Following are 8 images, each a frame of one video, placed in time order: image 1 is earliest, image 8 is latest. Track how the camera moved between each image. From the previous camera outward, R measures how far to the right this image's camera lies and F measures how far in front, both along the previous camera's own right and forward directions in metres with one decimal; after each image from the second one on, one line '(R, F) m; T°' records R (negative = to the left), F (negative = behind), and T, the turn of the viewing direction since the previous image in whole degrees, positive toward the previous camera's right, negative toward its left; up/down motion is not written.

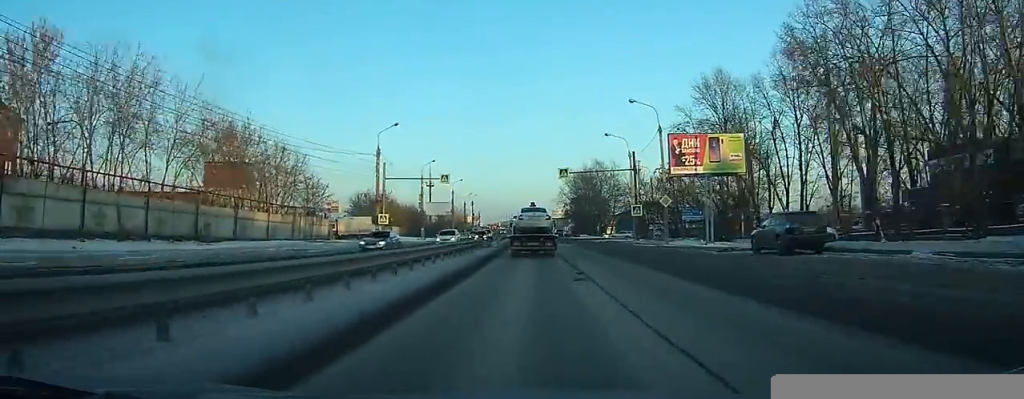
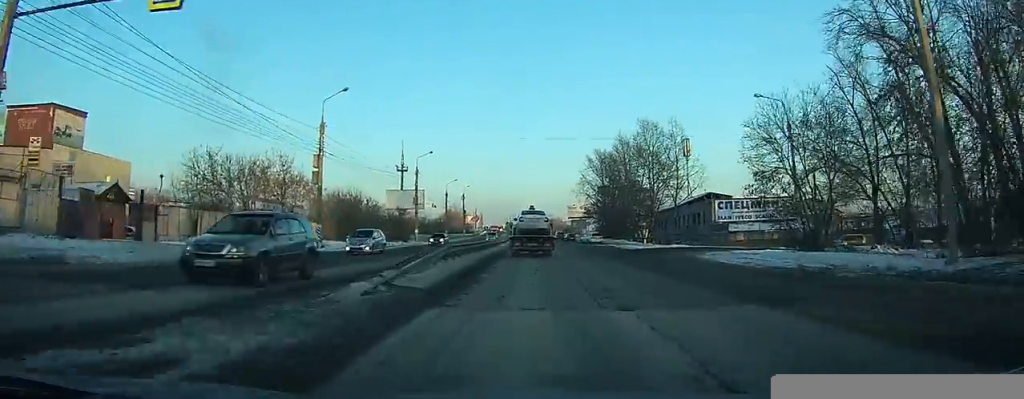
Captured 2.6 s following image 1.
(-0.4, +44.6) m; -1°
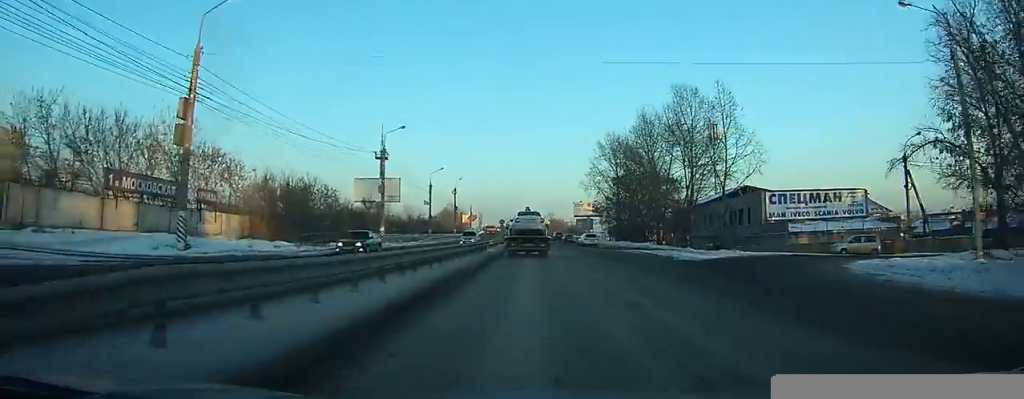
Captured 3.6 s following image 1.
(0.0, +17.4) m; 0°
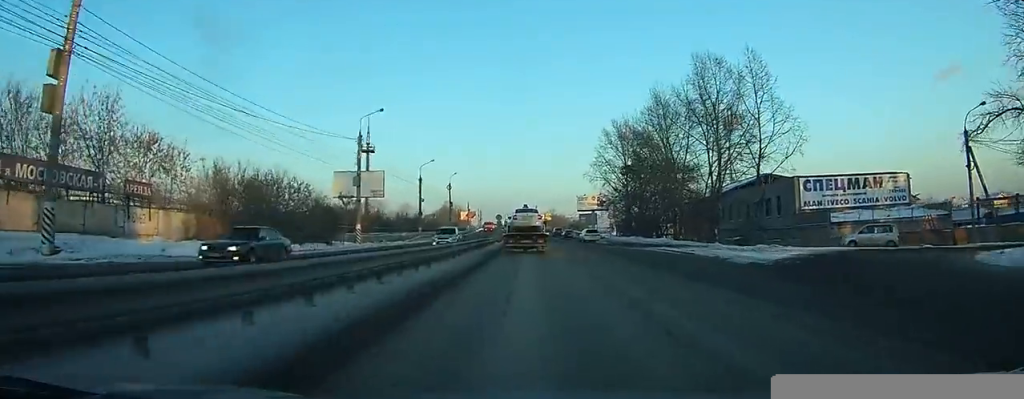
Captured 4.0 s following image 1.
(0.0, +8.2) m; 0°
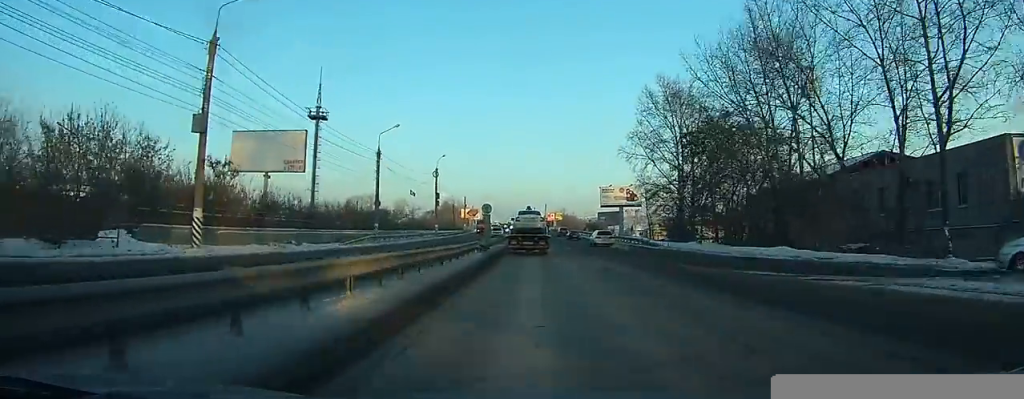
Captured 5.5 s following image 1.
(0.0, +26.0) m; 0°
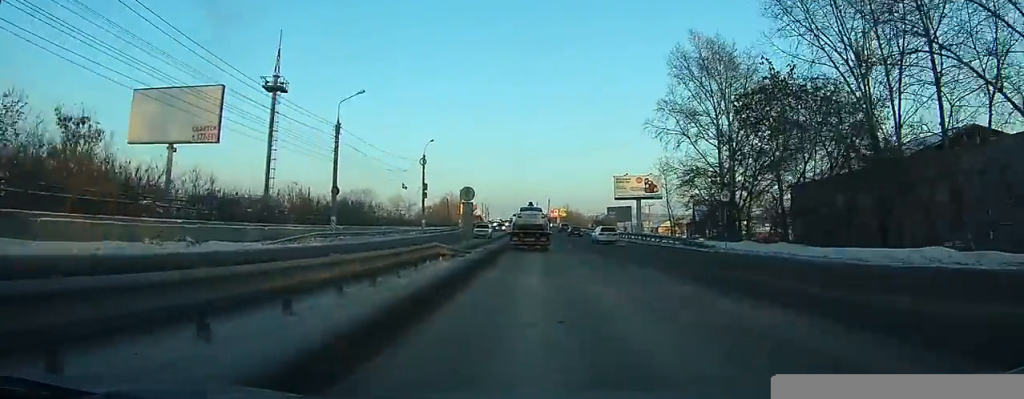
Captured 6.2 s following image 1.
(0.0, +12.6) m; 0°
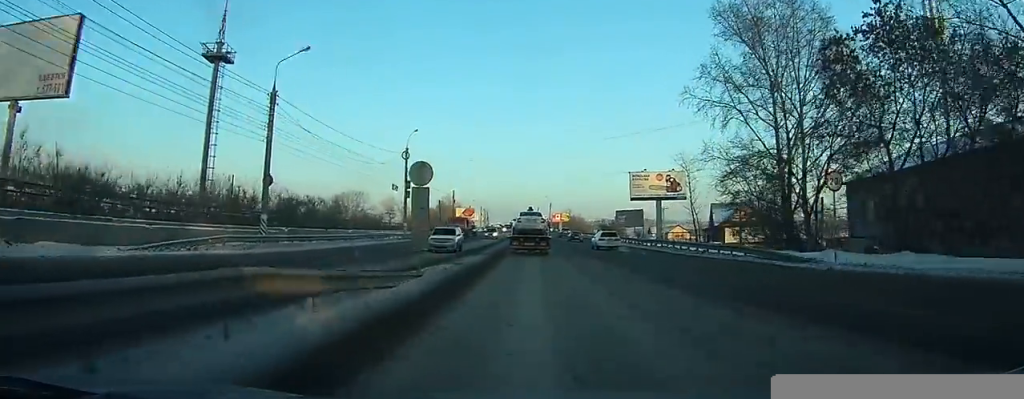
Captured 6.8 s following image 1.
(0.0, +11.4) m; 0°
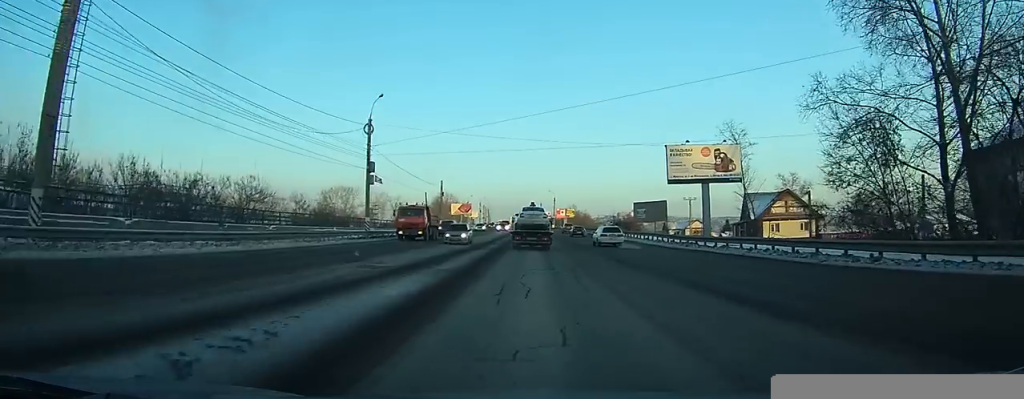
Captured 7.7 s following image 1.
(-0.1, +16.4) m; -1°
